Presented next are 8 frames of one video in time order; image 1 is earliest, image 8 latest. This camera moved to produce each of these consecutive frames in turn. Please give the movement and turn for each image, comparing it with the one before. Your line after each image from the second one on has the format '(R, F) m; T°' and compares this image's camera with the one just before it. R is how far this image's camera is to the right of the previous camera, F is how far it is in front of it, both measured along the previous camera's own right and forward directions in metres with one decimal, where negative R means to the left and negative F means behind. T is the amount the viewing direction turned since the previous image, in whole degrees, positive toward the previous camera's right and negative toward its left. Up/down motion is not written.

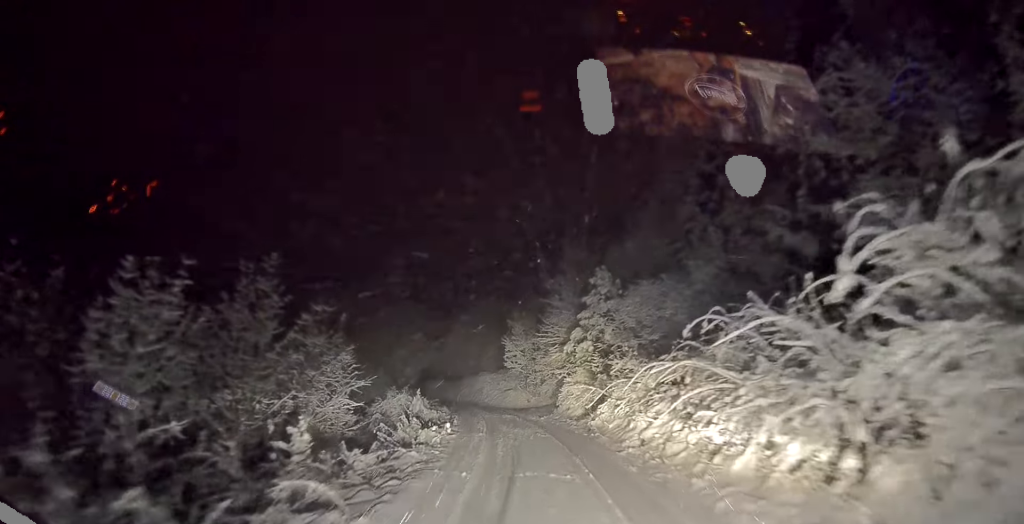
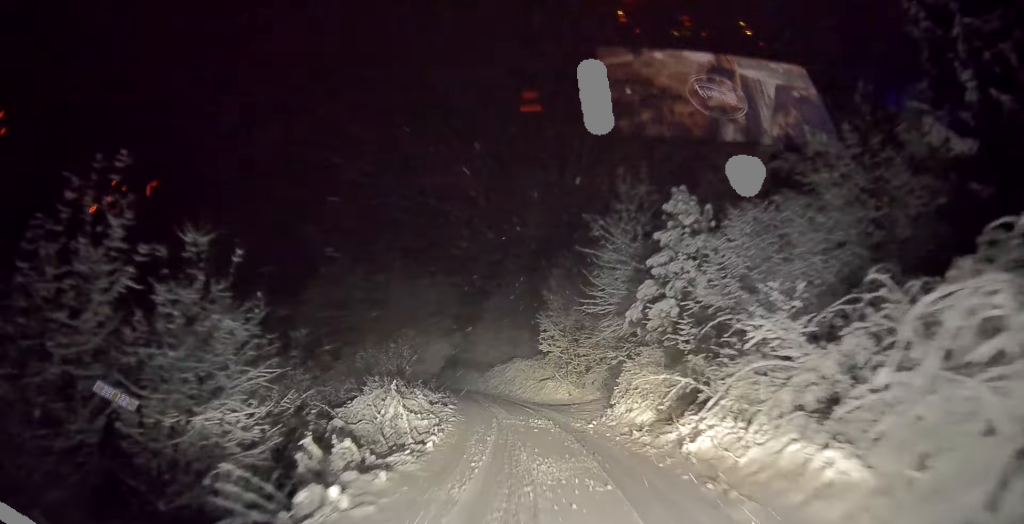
(0.0, +8.0) m; -2°
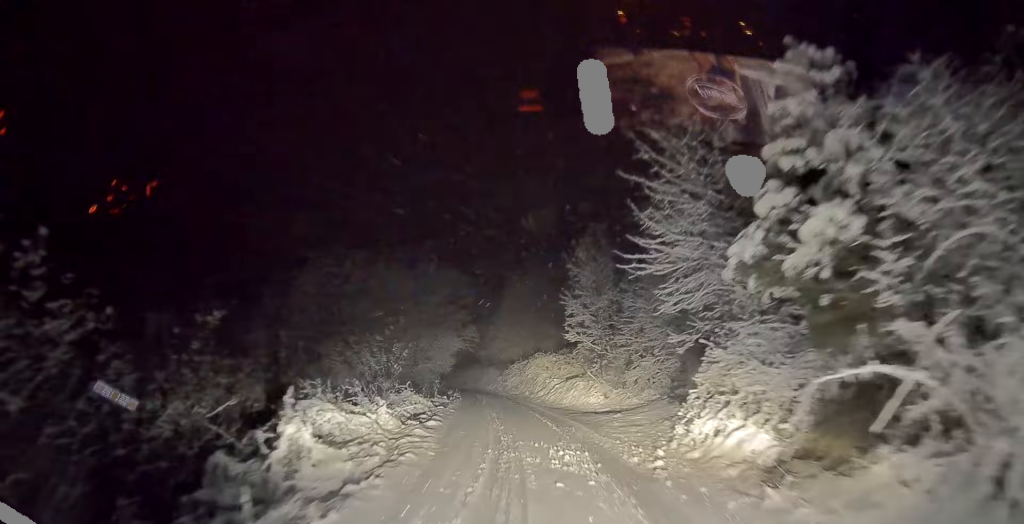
(-0.3, +6.5) m; -4°
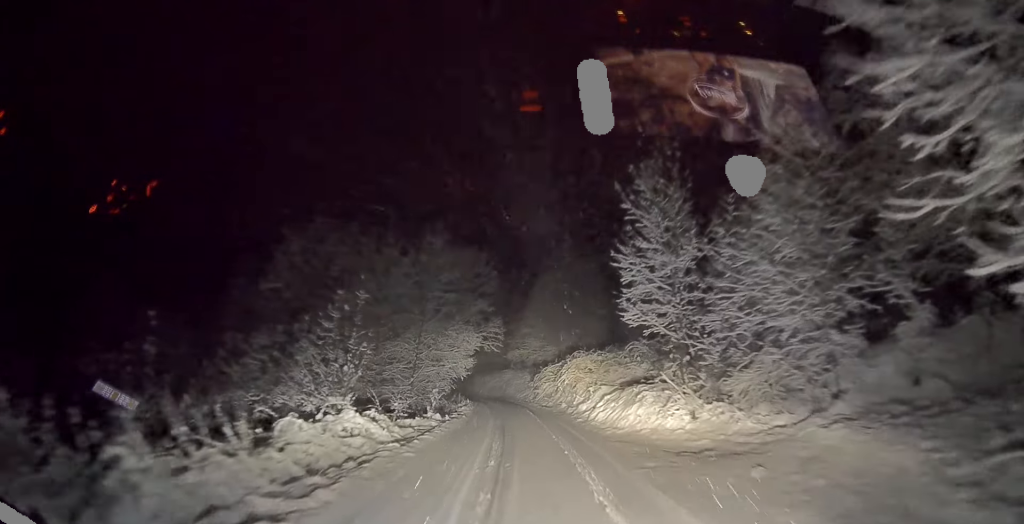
(-0.4, +9.0) m; -4°
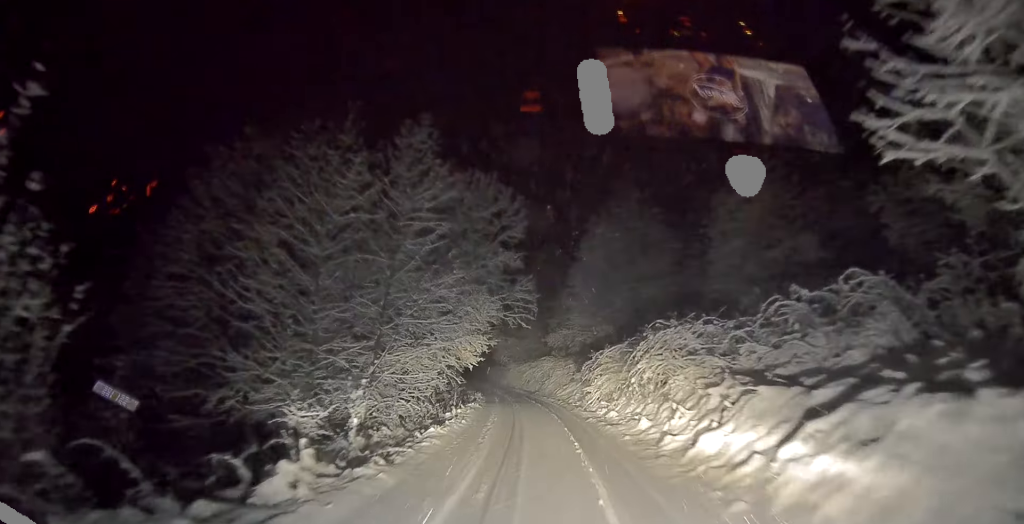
(-0.4, +11.9) m; -3°
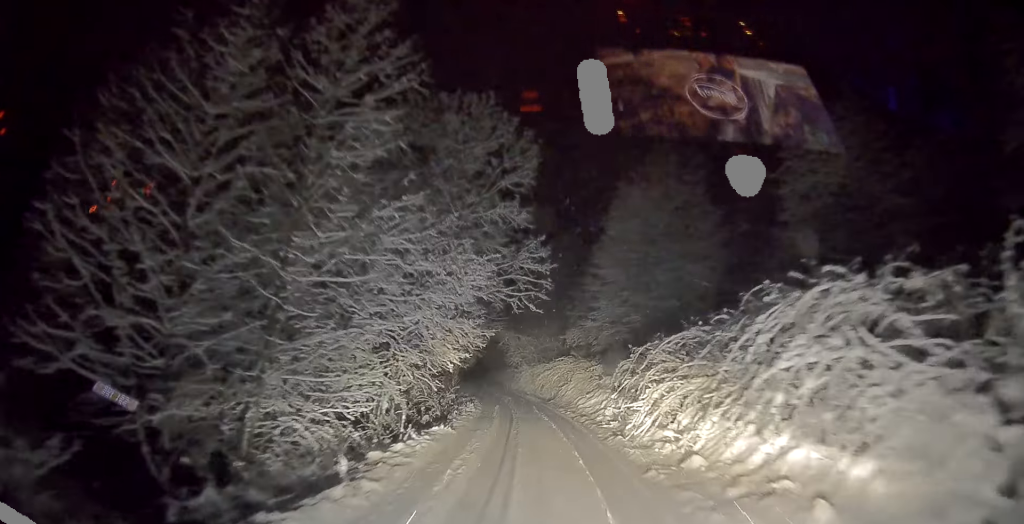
(-0.1, +7.3) m; -2°
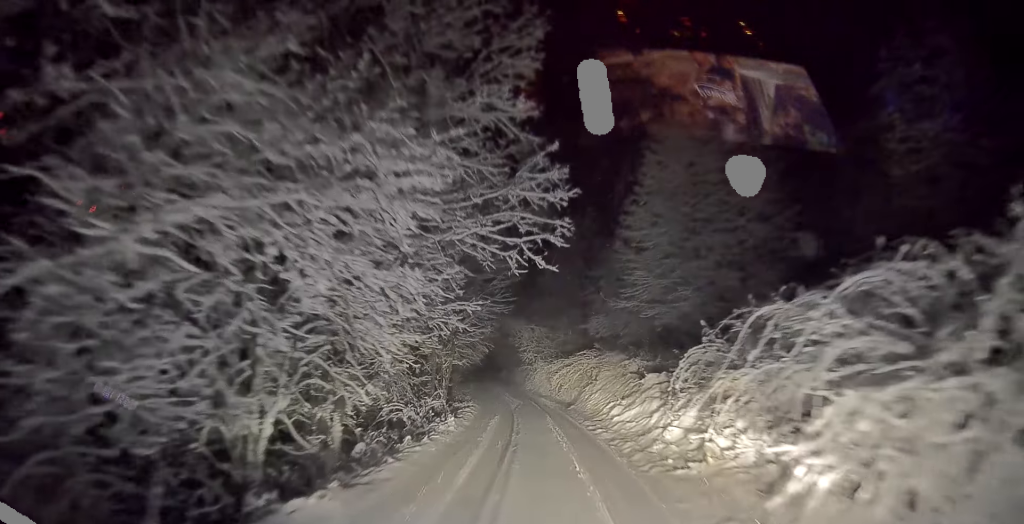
(-0.2, +6.6) m; -3°
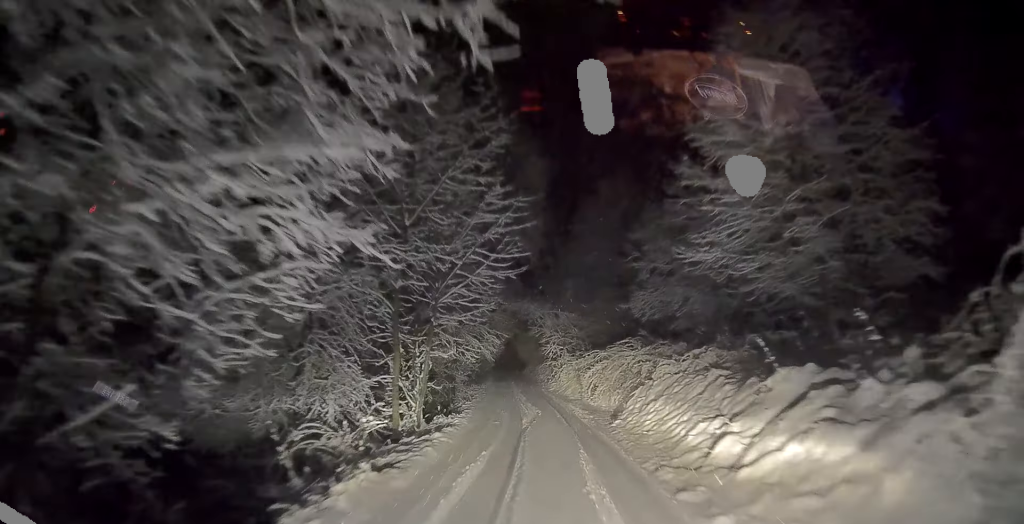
(-0.3, +8.0) m; -4°
